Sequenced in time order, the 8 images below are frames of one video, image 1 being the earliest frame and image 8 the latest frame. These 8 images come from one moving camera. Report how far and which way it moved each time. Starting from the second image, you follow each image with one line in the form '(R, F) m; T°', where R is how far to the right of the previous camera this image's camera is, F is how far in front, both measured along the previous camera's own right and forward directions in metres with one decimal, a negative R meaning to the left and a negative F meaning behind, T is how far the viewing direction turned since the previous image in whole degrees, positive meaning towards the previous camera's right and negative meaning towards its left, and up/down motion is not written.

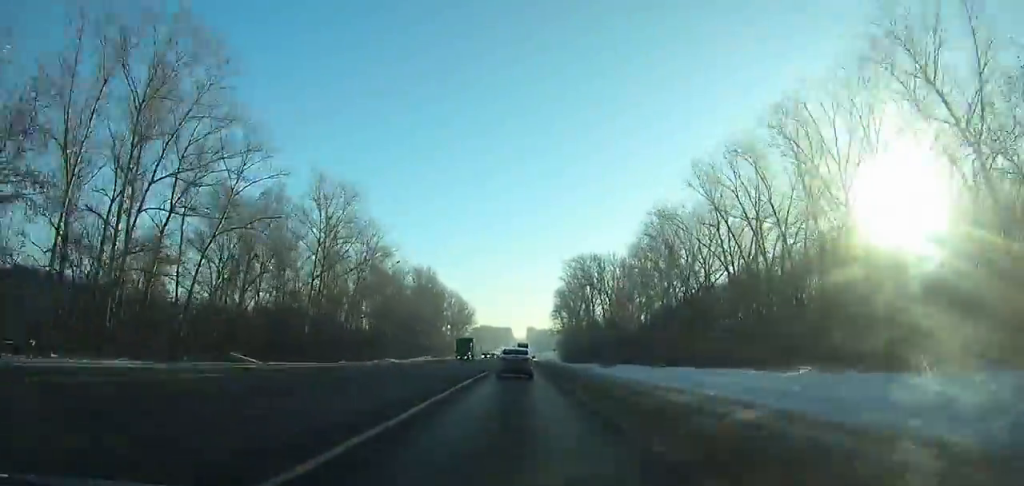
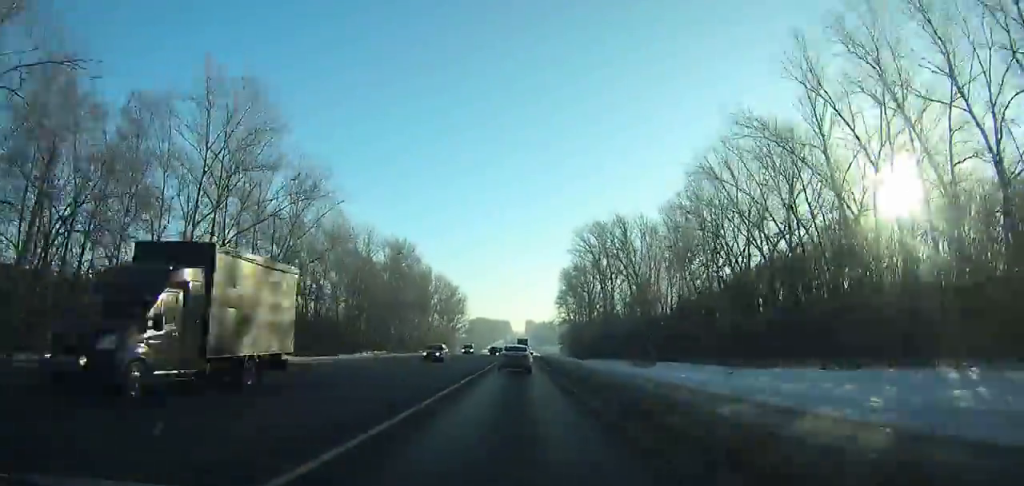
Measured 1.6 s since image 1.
(+0.1, +30.7) m; 0°
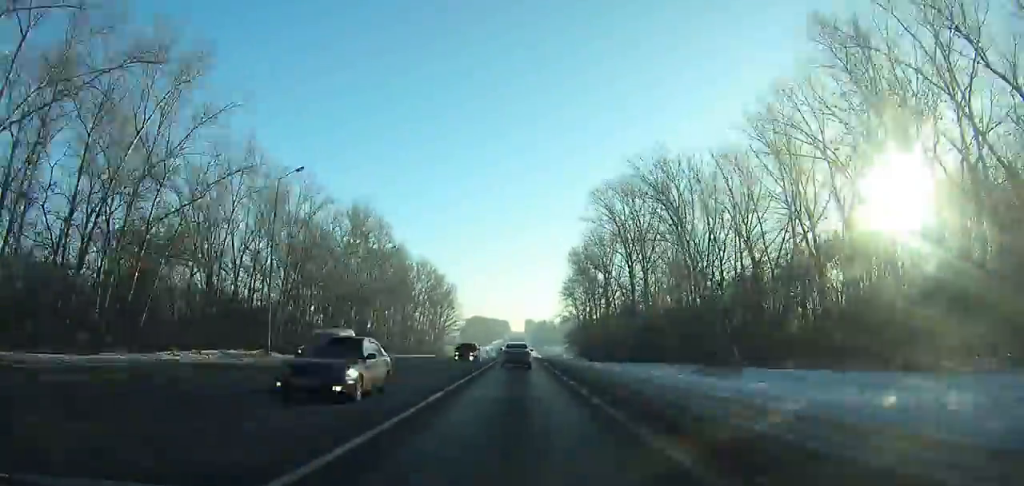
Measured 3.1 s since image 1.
(-0.1, +30.0) m; 0°
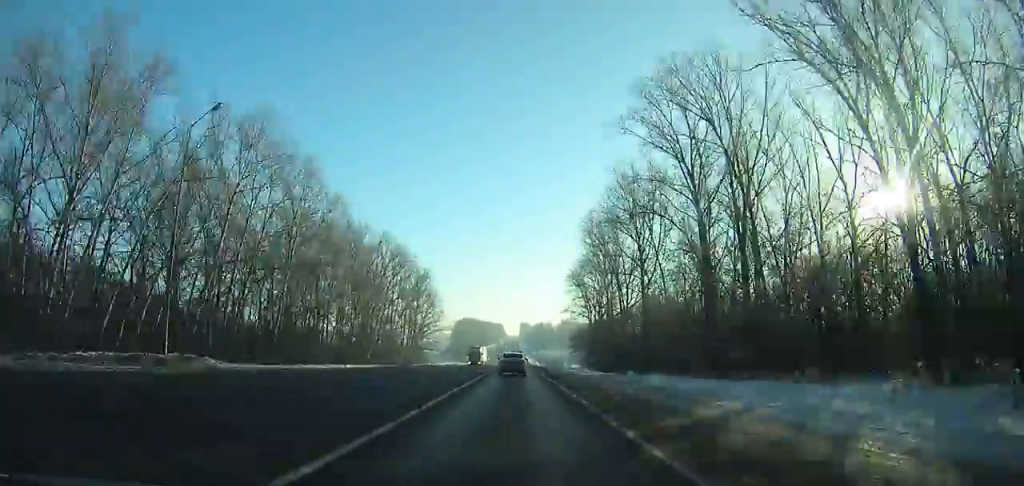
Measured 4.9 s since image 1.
(-0.1, +36.7) m; 0°
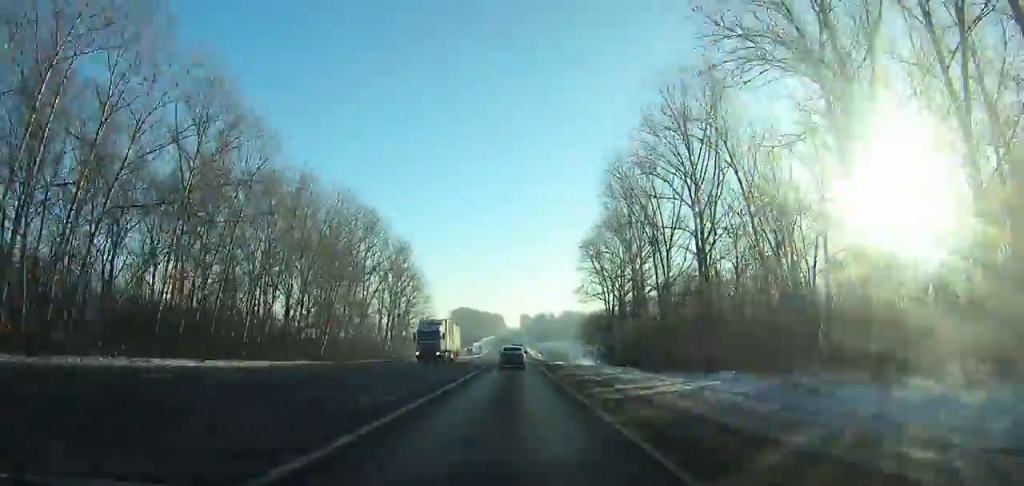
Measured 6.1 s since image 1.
(0.0, +25.3) m; 0°
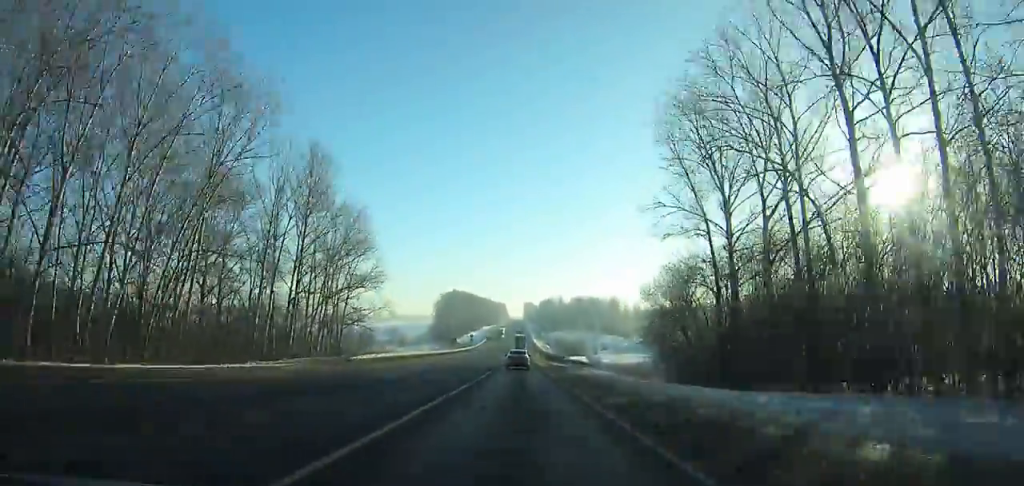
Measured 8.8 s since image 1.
(0.0, +59.2) m; 0°
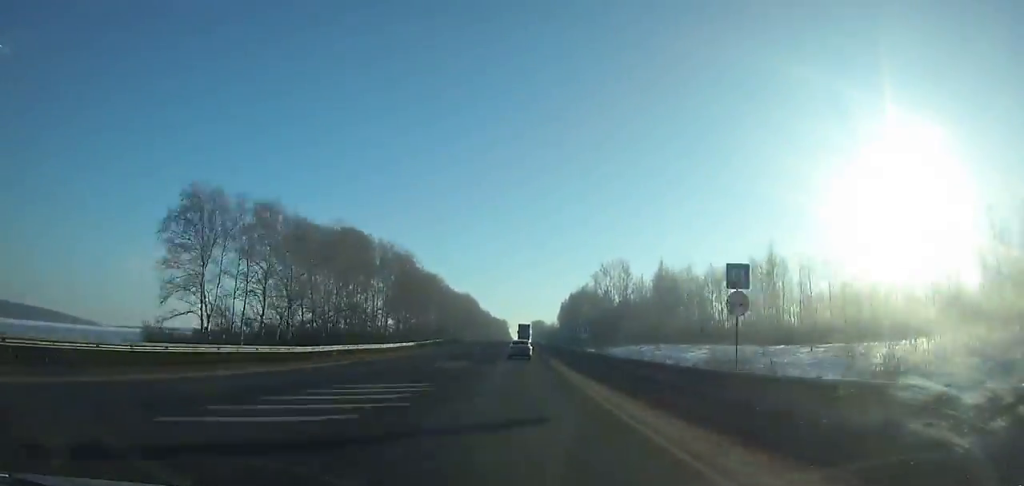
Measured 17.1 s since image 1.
(+0.6, +201.4) m; 0°
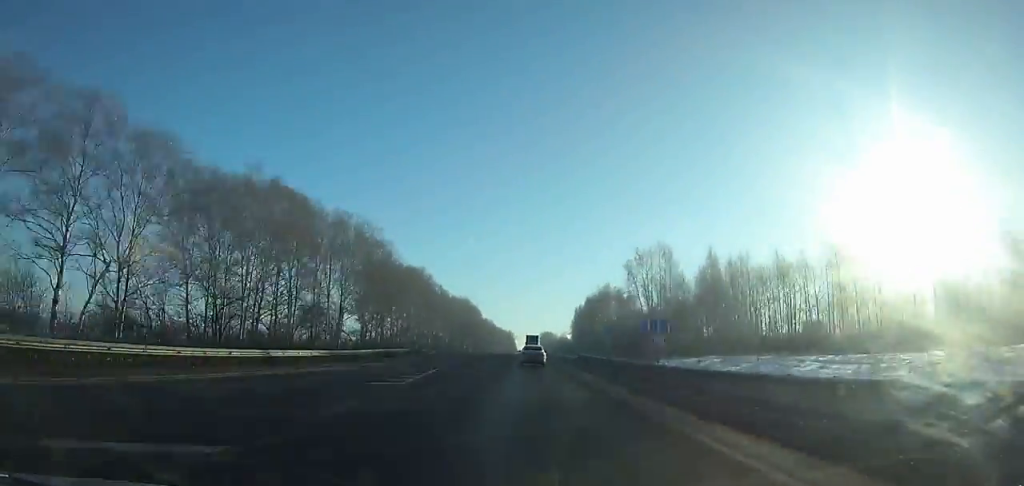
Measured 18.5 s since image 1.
(-0.3, +36.0) m; 0°
